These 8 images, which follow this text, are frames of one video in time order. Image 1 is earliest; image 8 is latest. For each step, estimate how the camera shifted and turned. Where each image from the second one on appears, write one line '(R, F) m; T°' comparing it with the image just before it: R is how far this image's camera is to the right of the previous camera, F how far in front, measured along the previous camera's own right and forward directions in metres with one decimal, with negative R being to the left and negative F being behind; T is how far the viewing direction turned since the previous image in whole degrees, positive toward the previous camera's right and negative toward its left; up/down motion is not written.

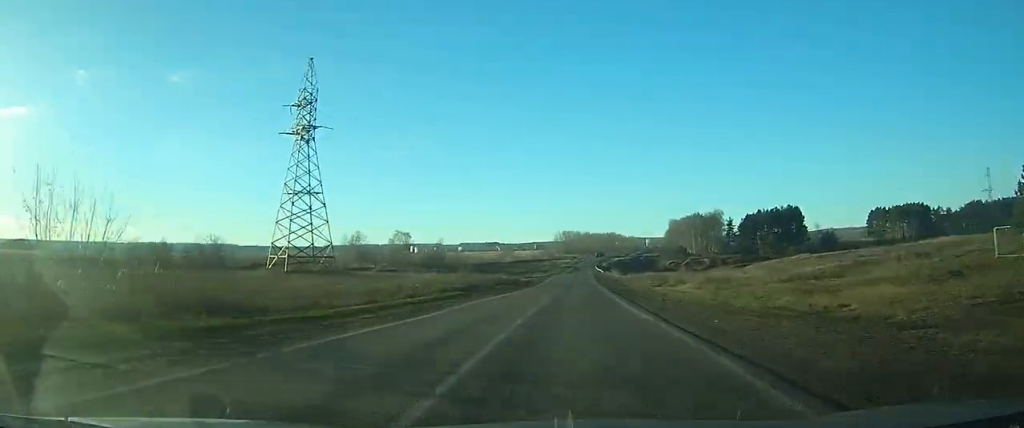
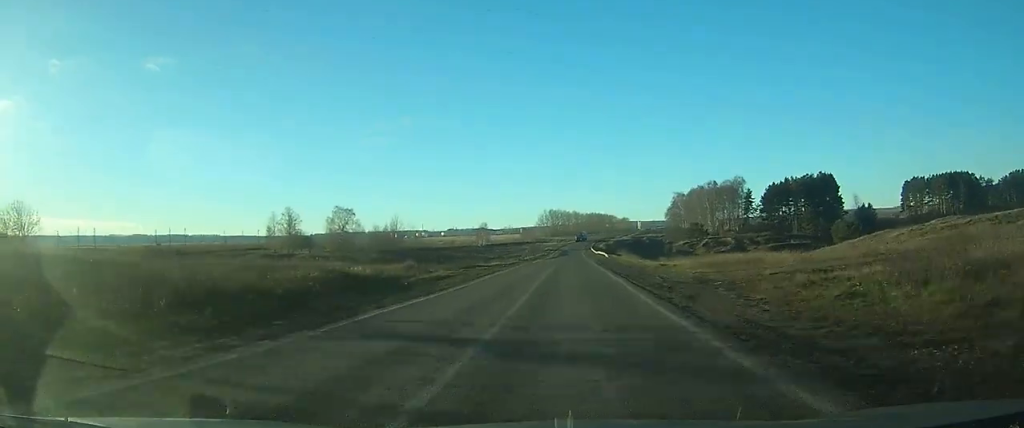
(-4.3, +56.6) m; -4°
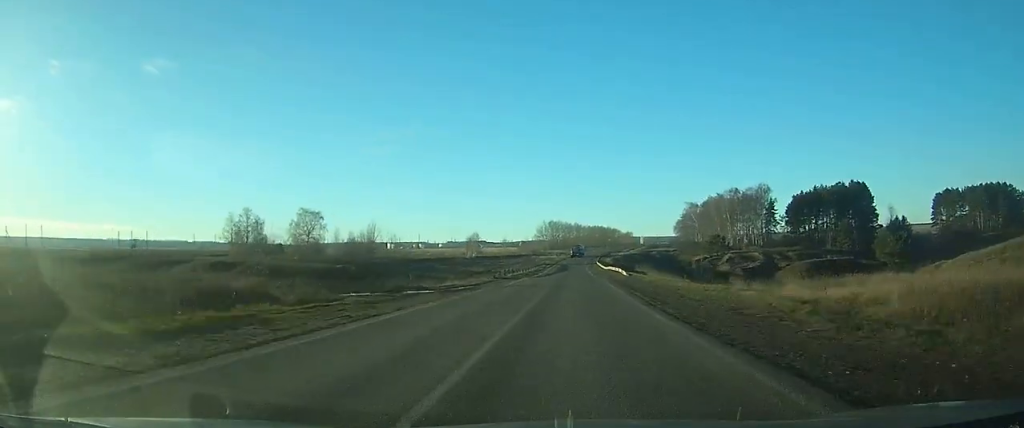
(0.0, +28.3) m; 0°
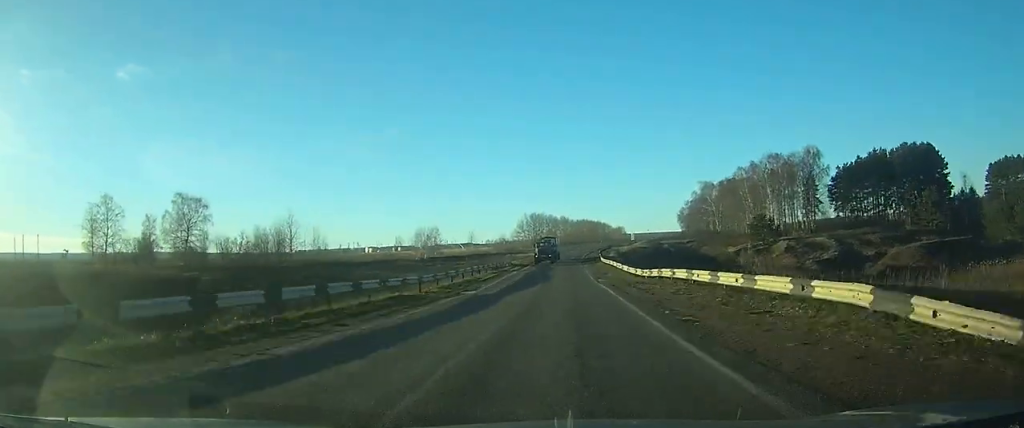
(+0.2, +52.3) m; +1°
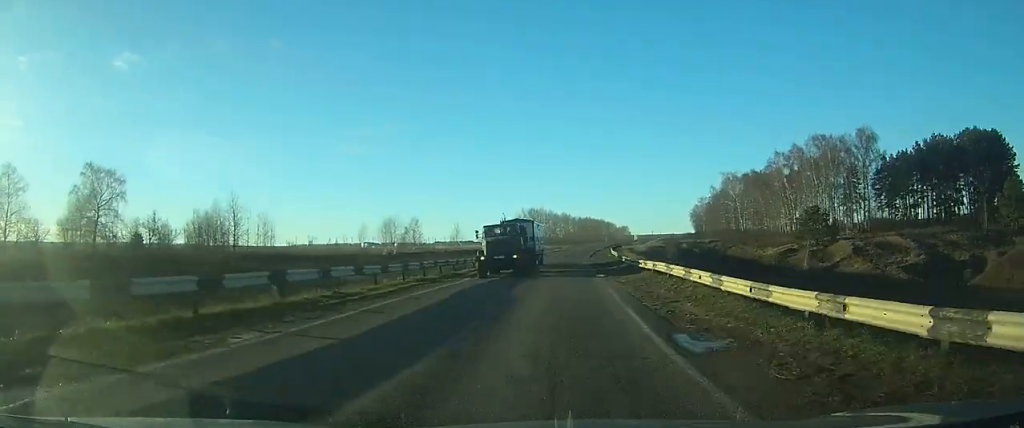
(+0.1, +26.3) m; 0°
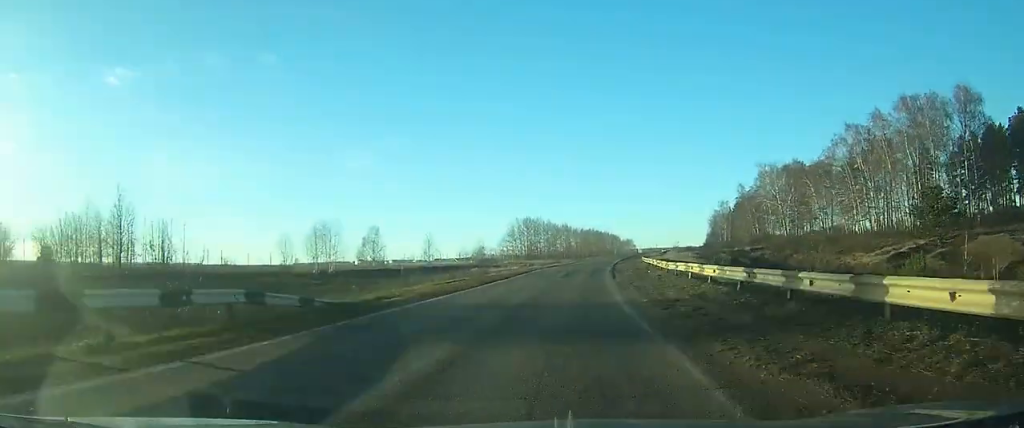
(+0.1, +34.3) m; +1°
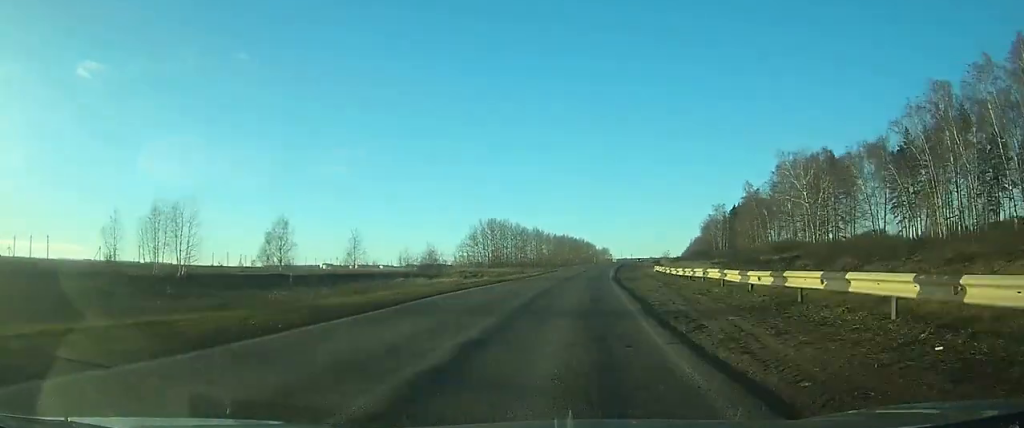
(-0.2, +32.7) m; +1°
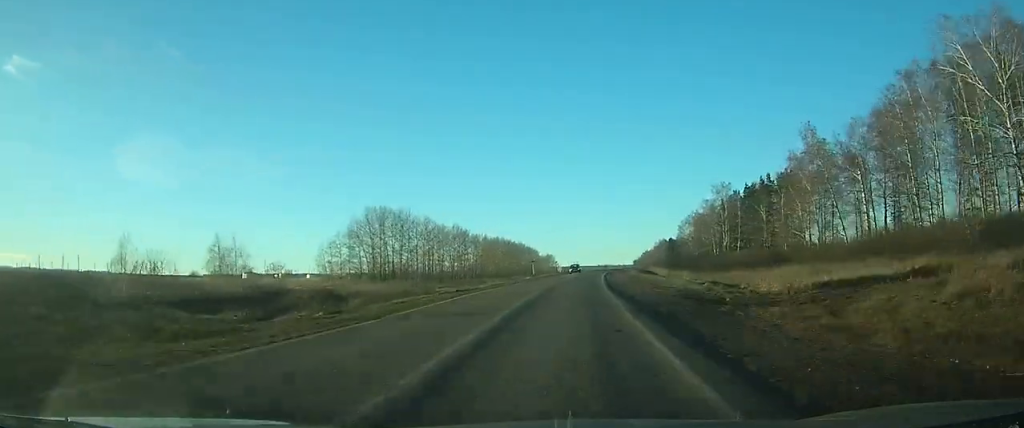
(+3.9, +69.4) m; +6°
